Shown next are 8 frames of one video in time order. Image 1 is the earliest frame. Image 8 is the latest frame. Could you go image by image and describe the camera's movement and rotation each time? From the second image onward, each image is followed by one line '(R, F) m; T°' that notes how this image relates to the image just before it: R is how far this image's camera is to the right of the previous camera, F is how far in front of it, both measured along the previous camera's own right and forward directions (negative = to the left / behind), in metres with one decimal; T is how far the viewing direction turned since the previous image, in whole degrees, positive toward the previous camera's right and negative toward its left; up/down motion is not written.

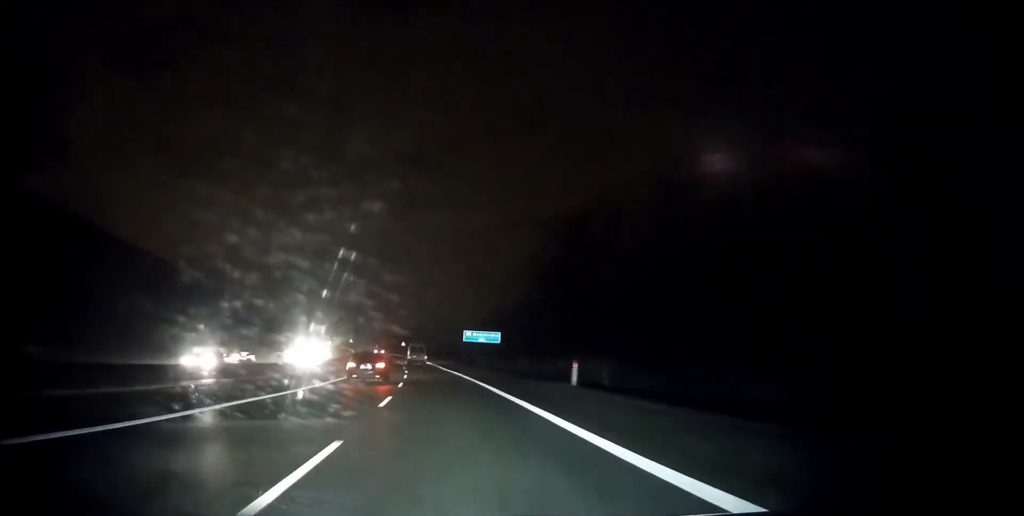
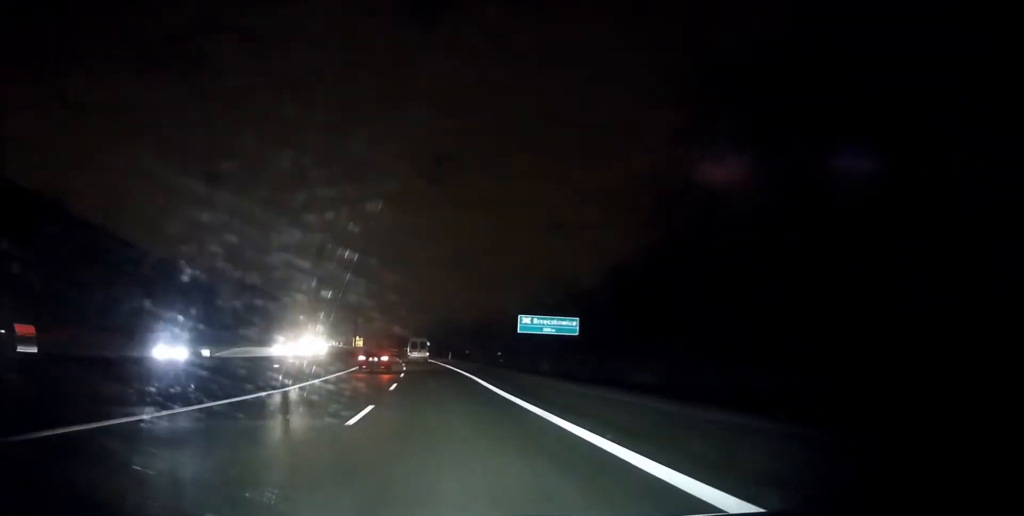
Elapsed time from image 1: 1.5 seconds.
(-1.0, +40.7) m; -3°
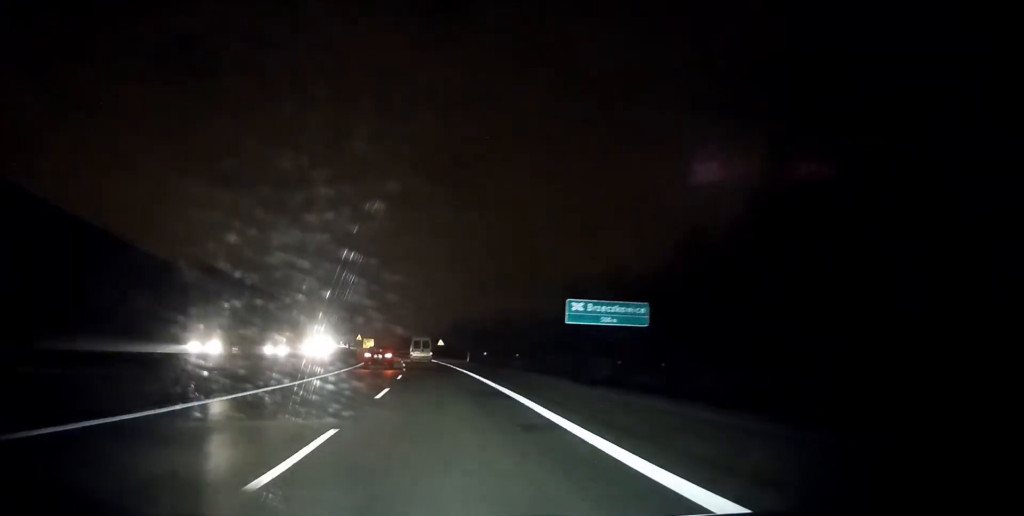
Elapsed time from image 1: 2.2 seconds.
(-0.2, +17.0) m; -1°
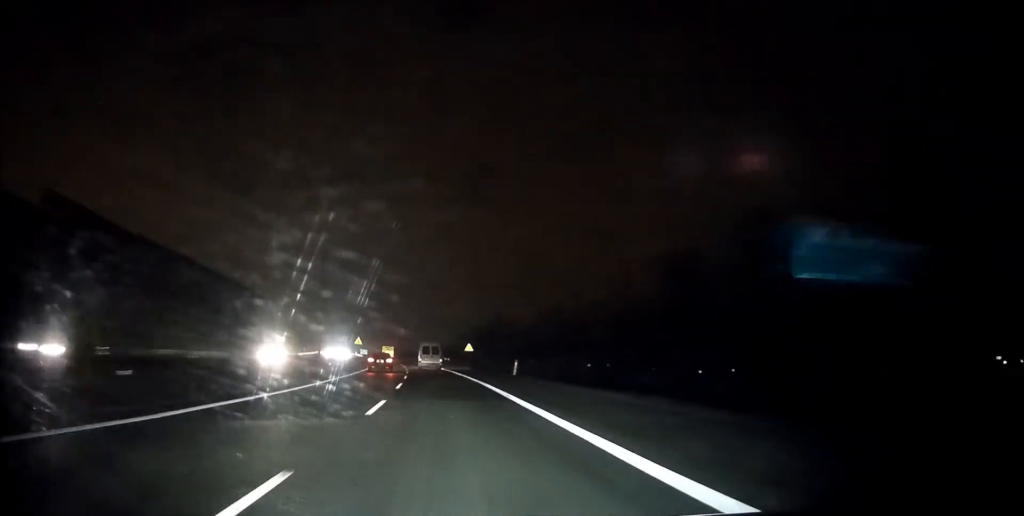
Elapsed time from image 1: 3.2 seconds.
(-0.4, +24.5) m; -2°
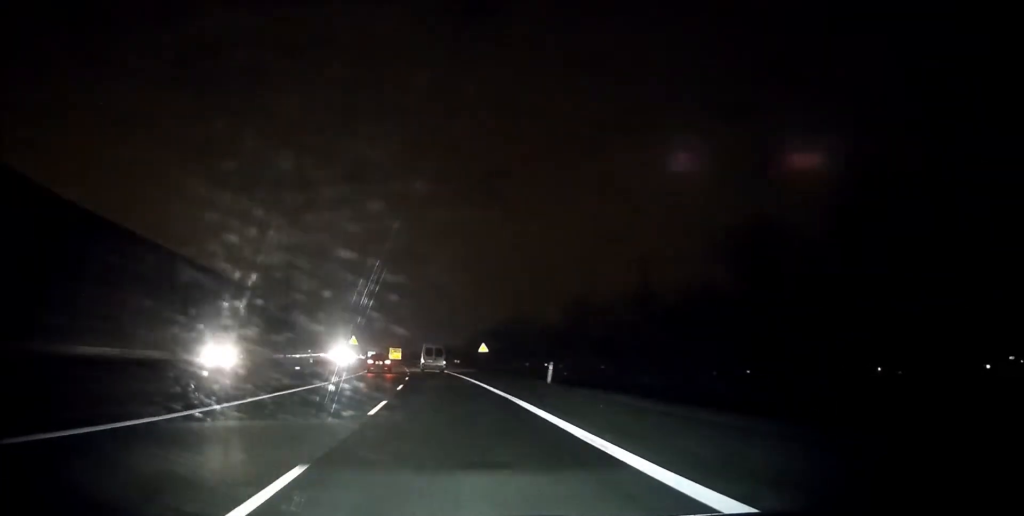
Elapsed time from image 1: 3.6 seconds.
(0.0, +9.6) m; -1°
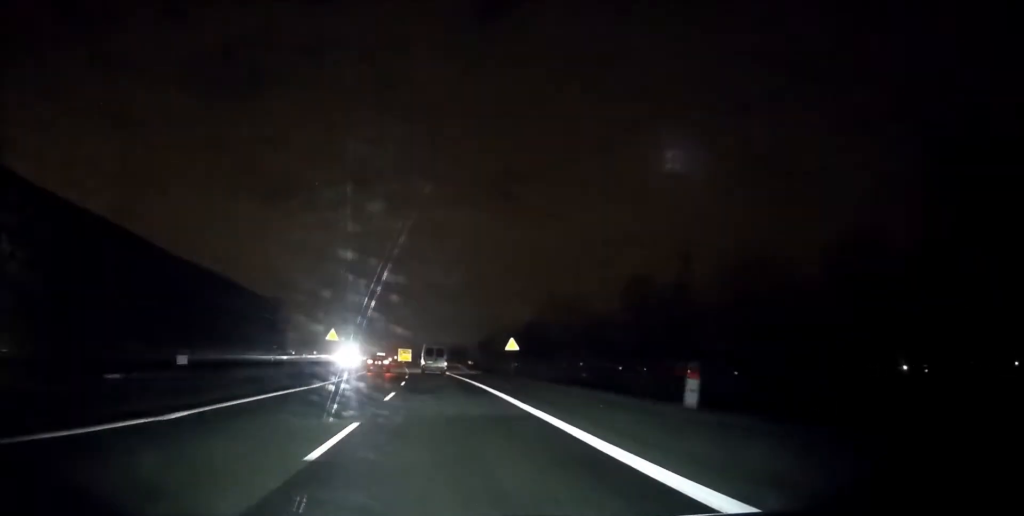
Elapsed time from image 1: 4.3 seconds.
(-0.4, +13.7) m; -2°
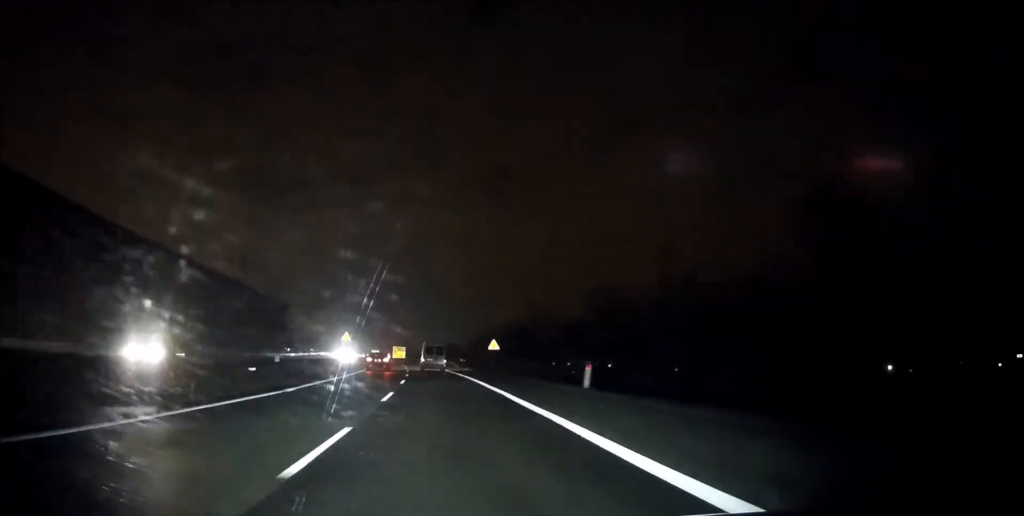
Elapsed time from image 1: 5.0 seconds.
(-0.2, +12.1) m; -1°
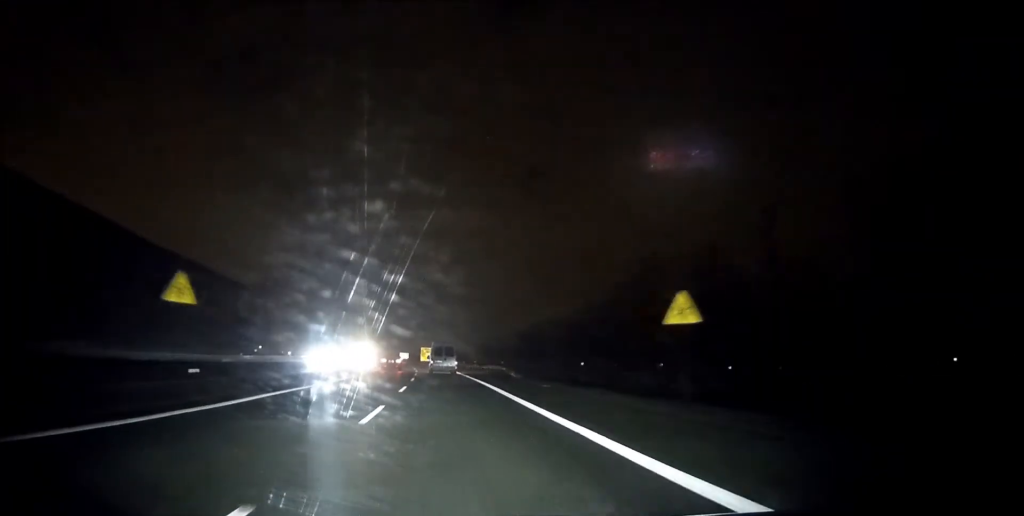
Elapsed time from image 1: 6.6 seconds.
(+0.4, +32.7) m; 0°
